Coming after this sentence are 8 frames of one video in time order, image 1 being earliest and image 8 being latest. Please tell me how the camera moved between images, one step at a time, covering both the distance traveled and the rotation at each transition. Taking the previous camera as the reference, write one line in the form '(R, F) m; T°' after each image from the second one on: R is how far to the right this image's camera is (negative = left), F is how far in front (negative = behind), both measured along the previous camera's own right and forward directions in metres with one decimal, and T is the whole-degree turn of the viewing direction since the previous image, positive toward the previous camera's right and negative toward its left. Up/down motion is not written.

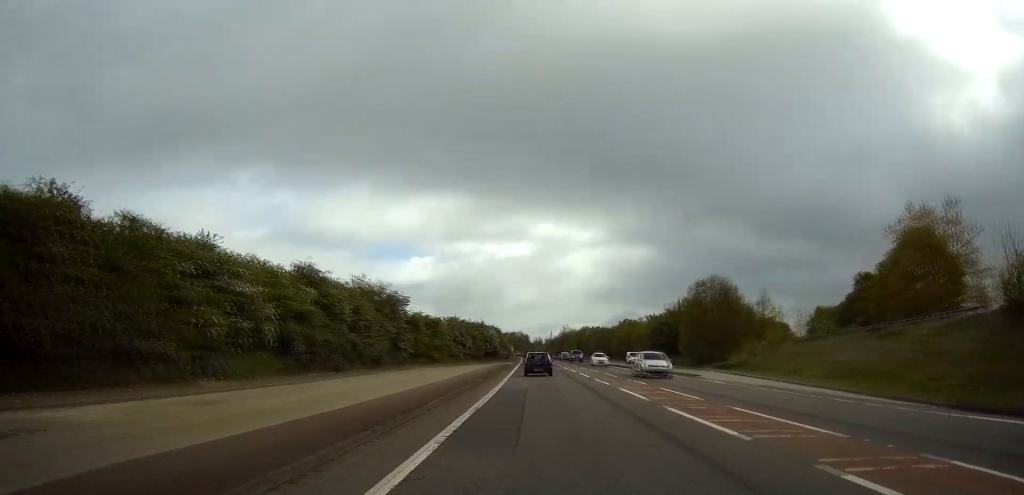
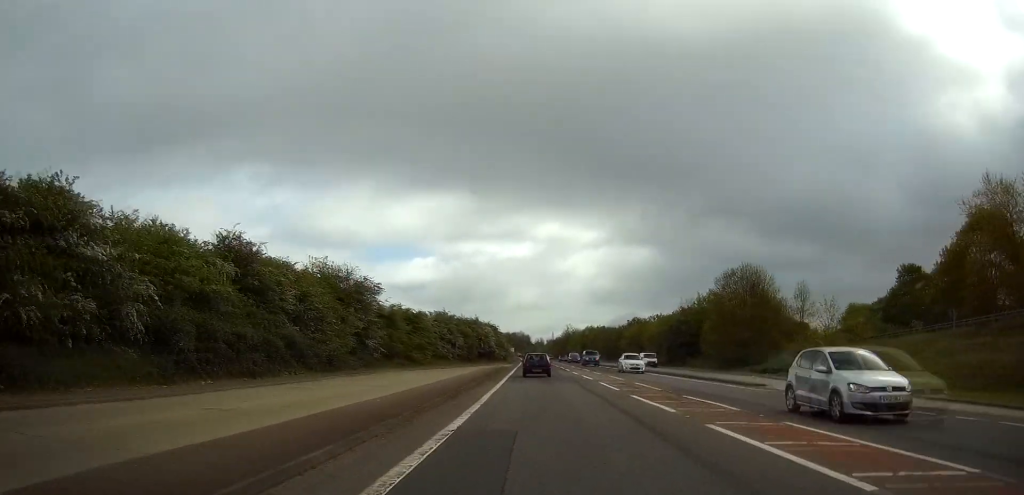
(0.0, +12.5) m; 0°
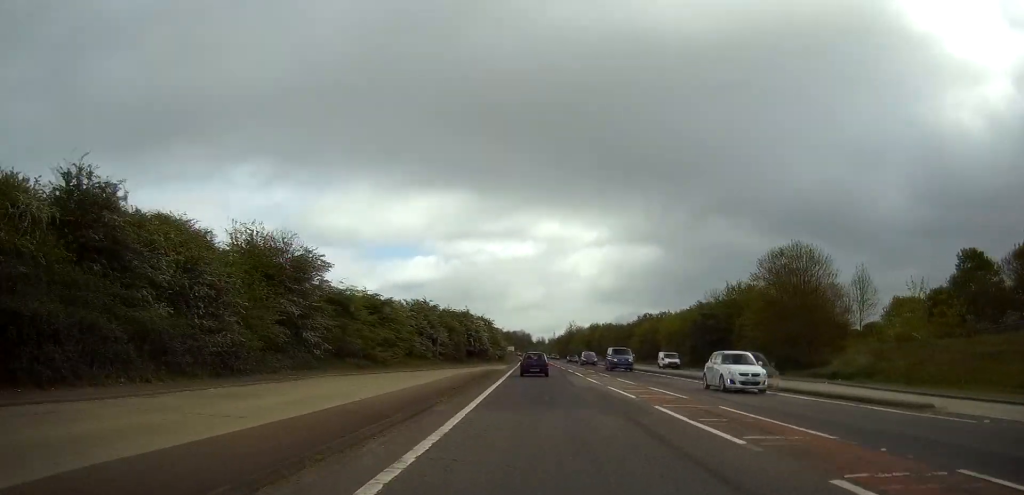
(0.0, +14.3) m; 0°
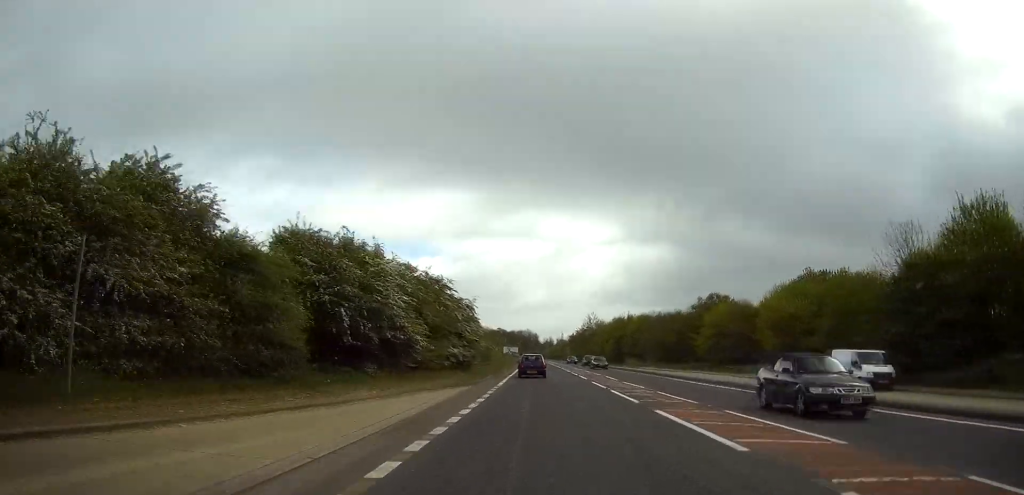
(-0.4, +49.2) m; -1°
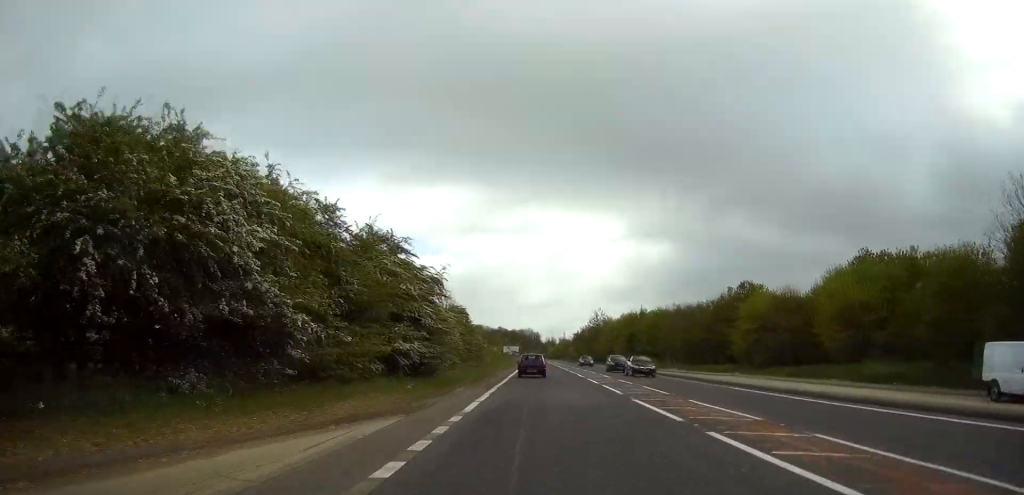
(0.0, +14.2) m; 0°
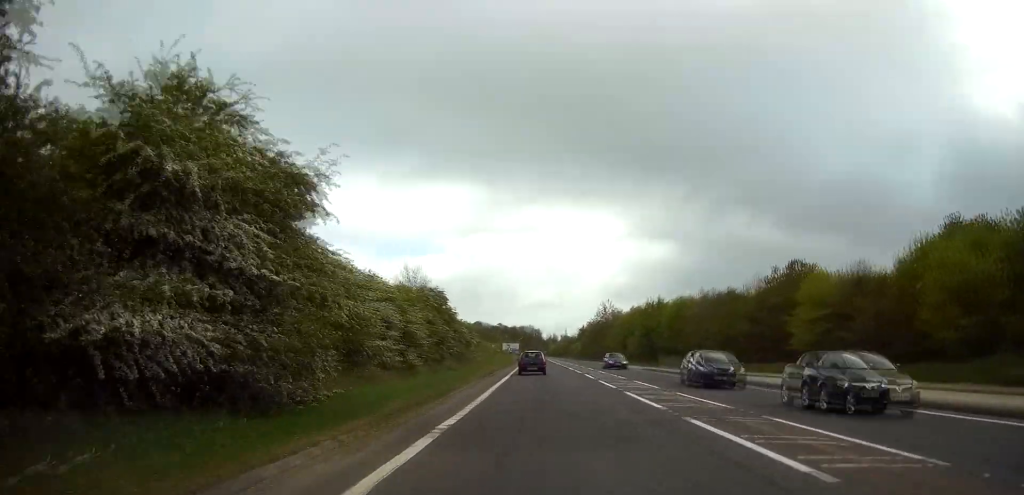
(-0.1, +15.9) m; 0°
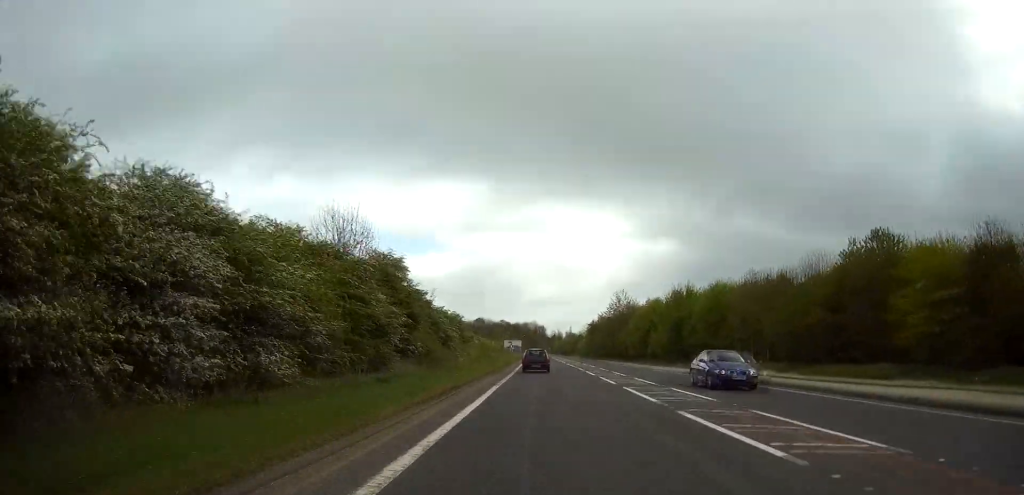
(0.0, +16.9) m; 0°
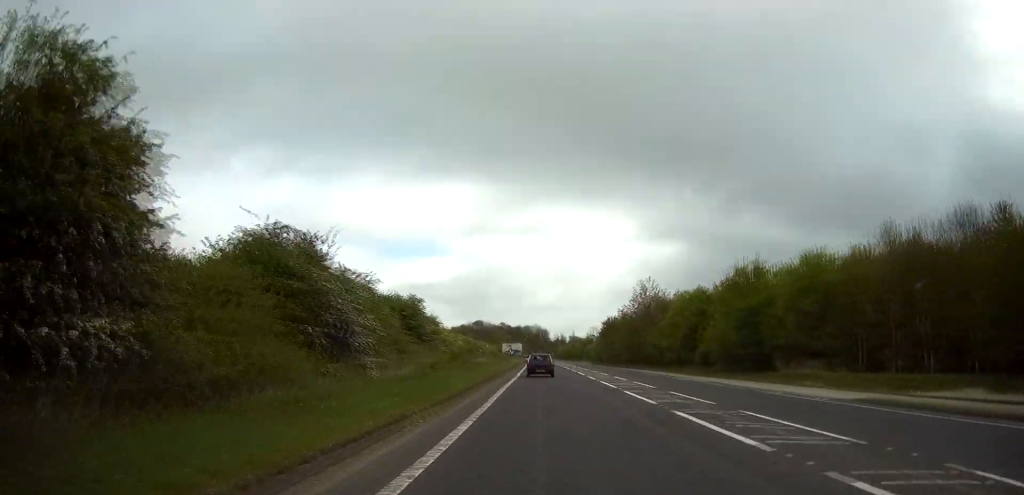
(0.0, +25.8) m; 0°
